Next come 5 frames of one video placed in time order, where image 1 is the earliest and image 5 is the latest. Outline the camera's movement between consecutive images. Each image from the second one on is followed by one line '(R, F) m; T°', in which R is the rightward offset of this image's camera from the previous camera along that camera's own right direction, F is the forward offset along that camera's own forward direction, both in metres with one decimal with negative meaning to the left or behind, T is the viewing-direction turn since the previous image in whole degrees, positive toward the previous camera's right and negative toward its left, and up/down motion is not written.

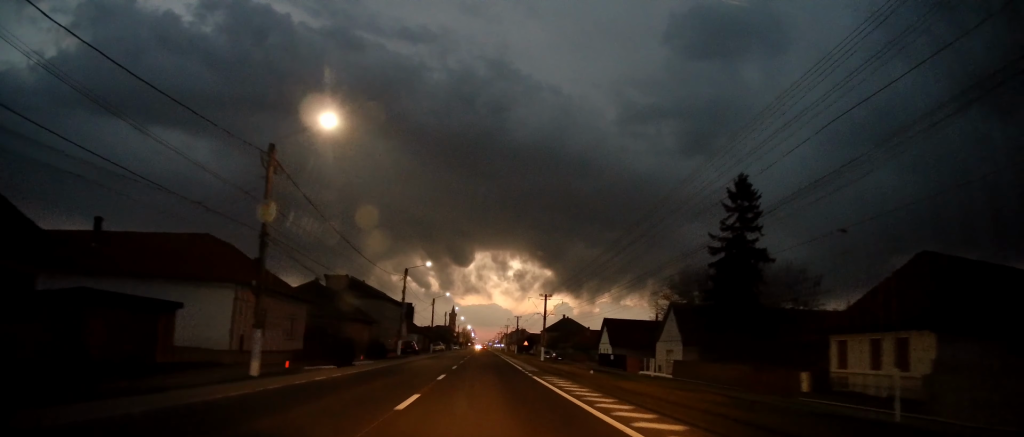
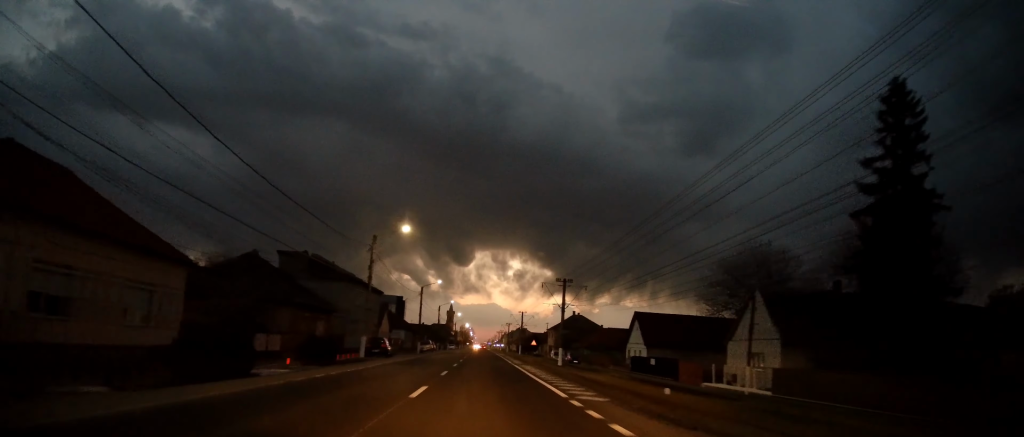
(0.0, +16.0) m; 0°
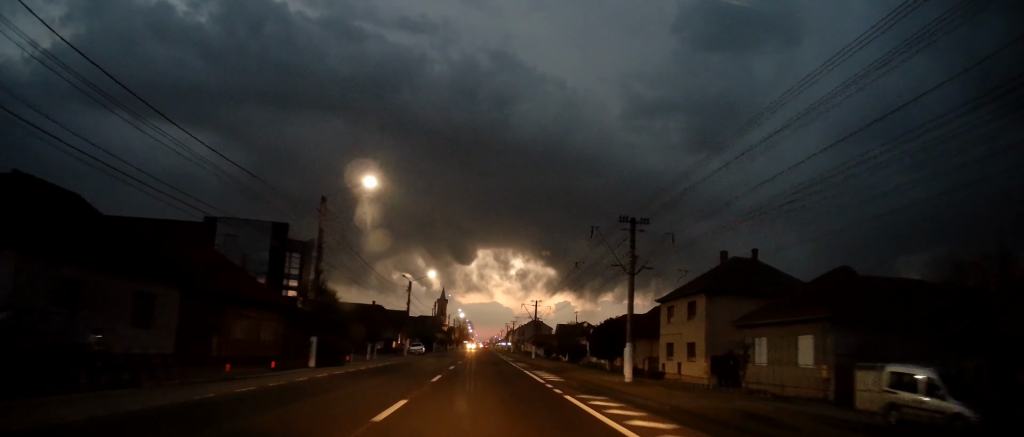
(-0.1, +77.0) m; 0°
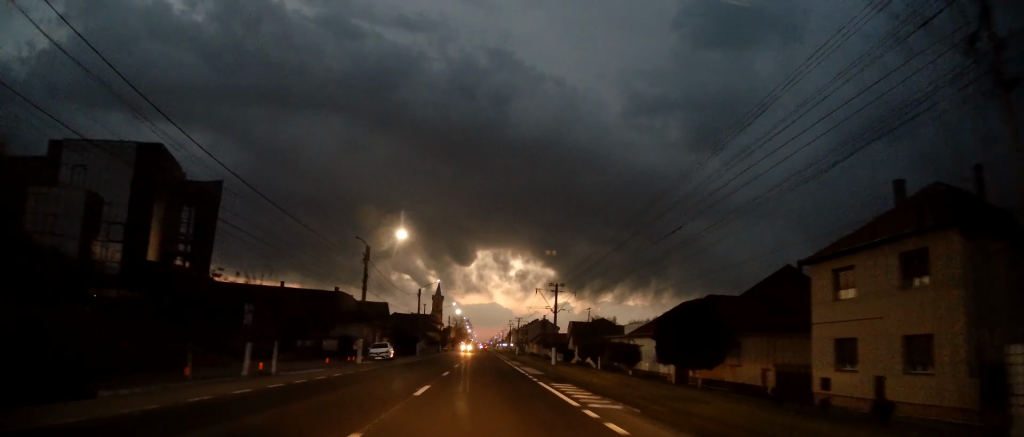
(0.0, +22.4) m; 0°
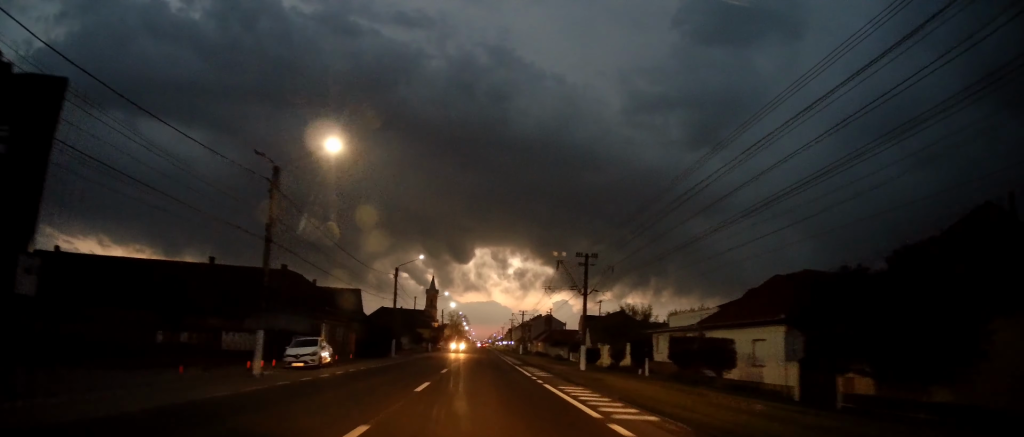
(+0.1, +17.5) m; 0°
